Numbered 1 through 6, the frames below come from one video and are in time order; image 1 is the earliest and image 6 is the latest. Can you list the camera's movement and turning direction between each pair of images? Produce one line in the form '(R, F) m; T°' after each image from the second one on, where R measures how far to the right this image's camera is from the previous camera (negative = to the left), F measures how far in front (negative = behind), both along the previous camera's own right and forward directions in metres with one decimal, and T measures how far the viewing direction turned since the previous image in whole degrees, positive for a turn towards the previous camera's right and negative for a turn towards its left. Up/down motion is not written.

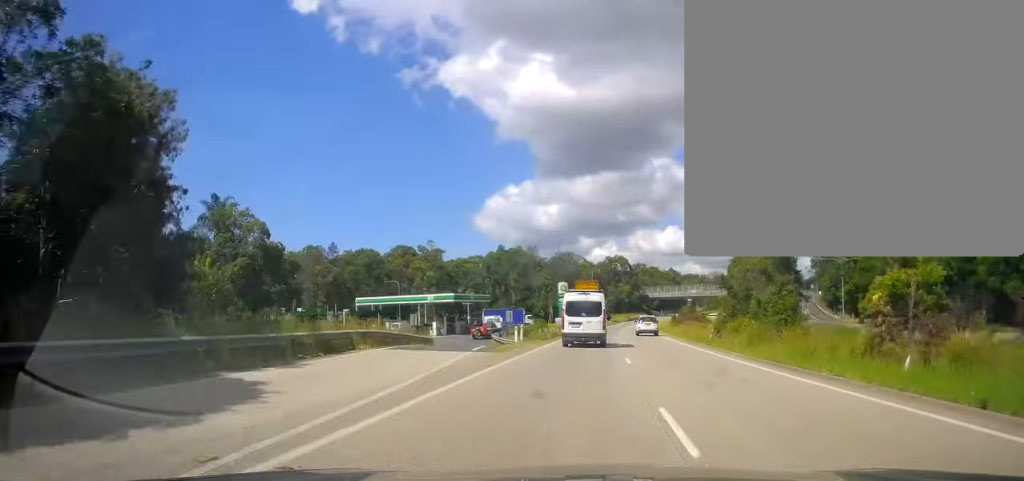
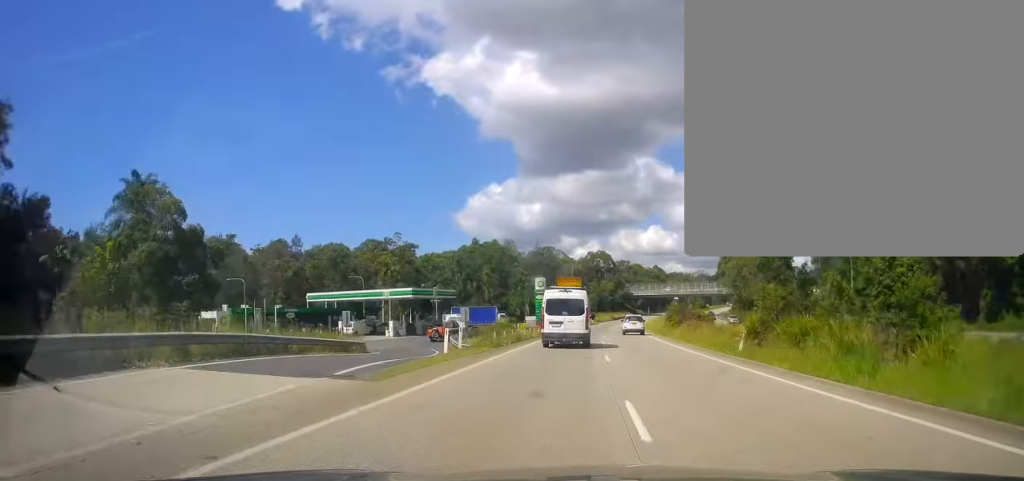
(+0.3, +11.3) m; +1°
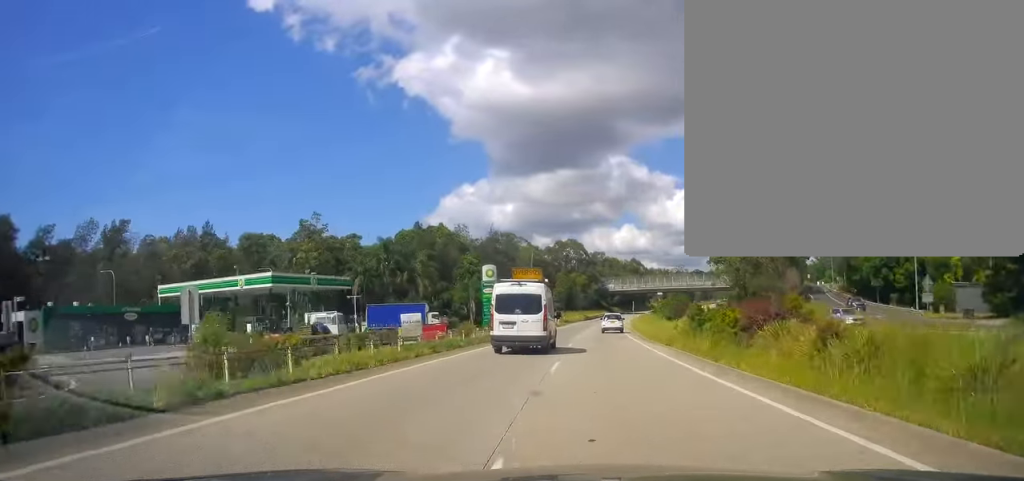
(+0.4, +28.0) m; +1°
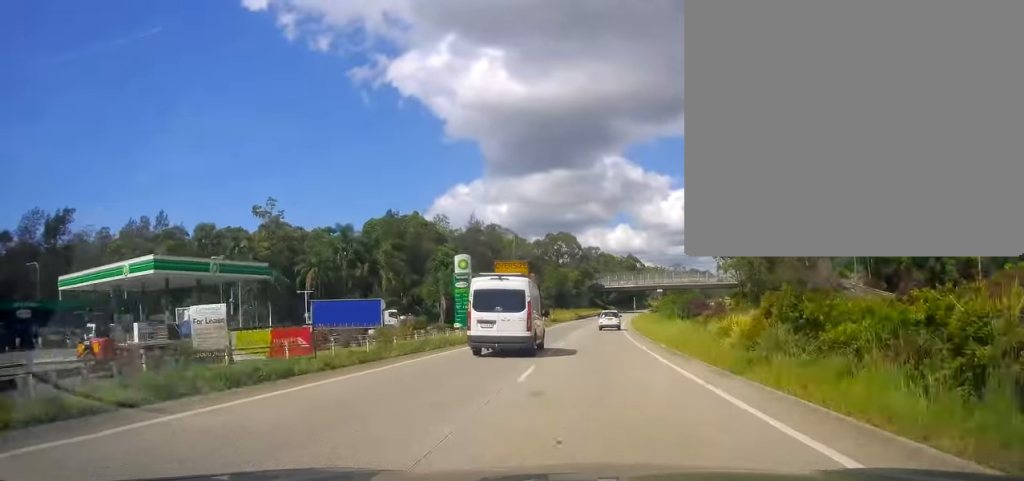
(+0.1, +14.1) m; 0°
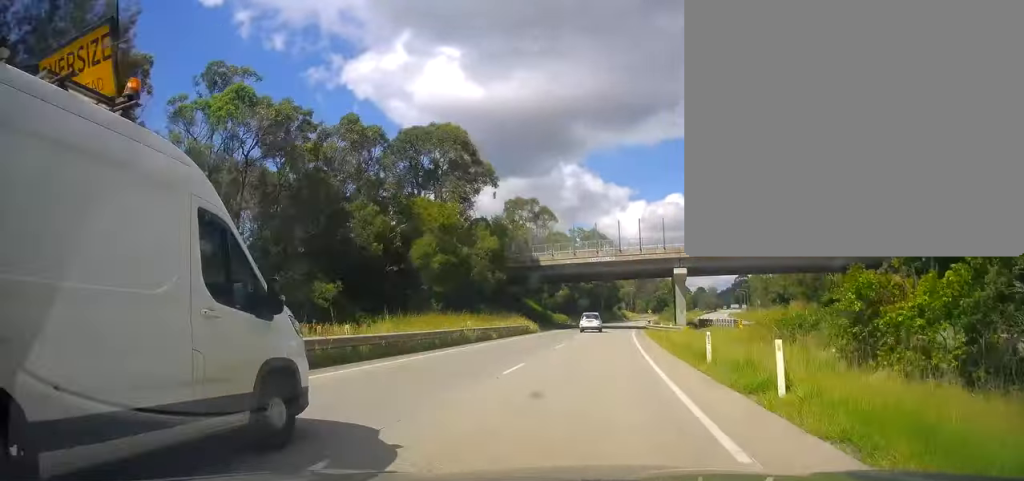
(+4.7, +92.7) m; +5°
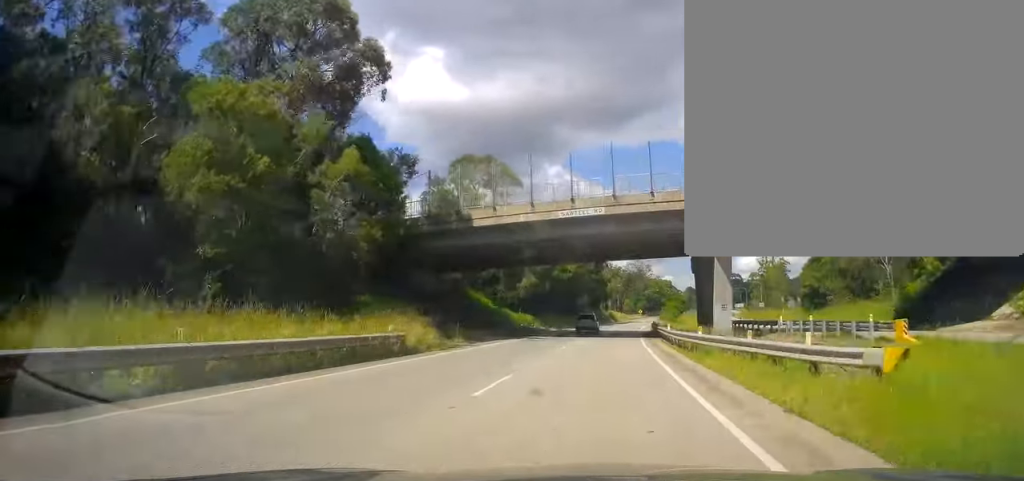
(-0.5, +27.5) m; +1°
